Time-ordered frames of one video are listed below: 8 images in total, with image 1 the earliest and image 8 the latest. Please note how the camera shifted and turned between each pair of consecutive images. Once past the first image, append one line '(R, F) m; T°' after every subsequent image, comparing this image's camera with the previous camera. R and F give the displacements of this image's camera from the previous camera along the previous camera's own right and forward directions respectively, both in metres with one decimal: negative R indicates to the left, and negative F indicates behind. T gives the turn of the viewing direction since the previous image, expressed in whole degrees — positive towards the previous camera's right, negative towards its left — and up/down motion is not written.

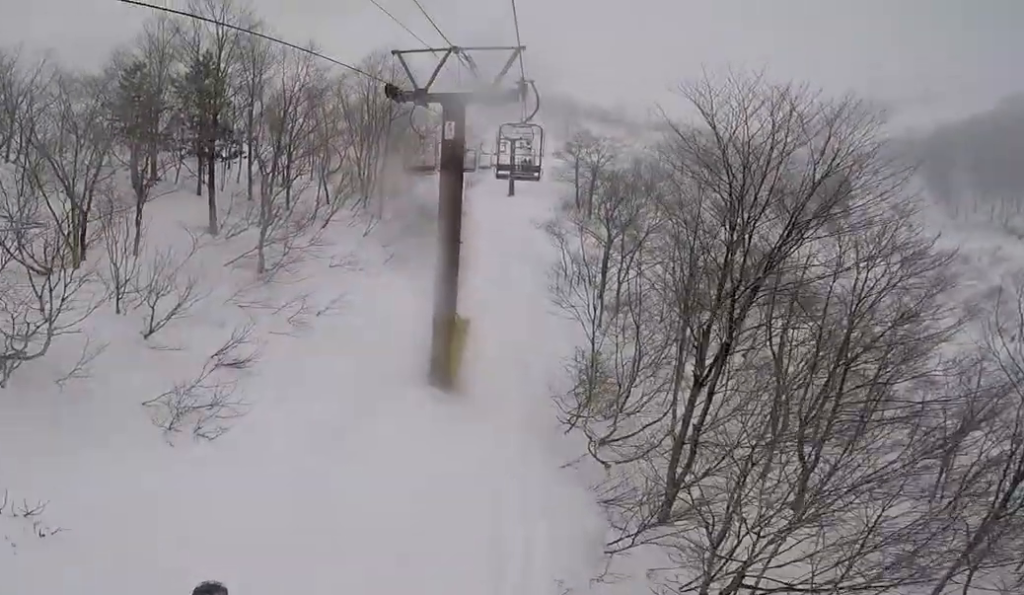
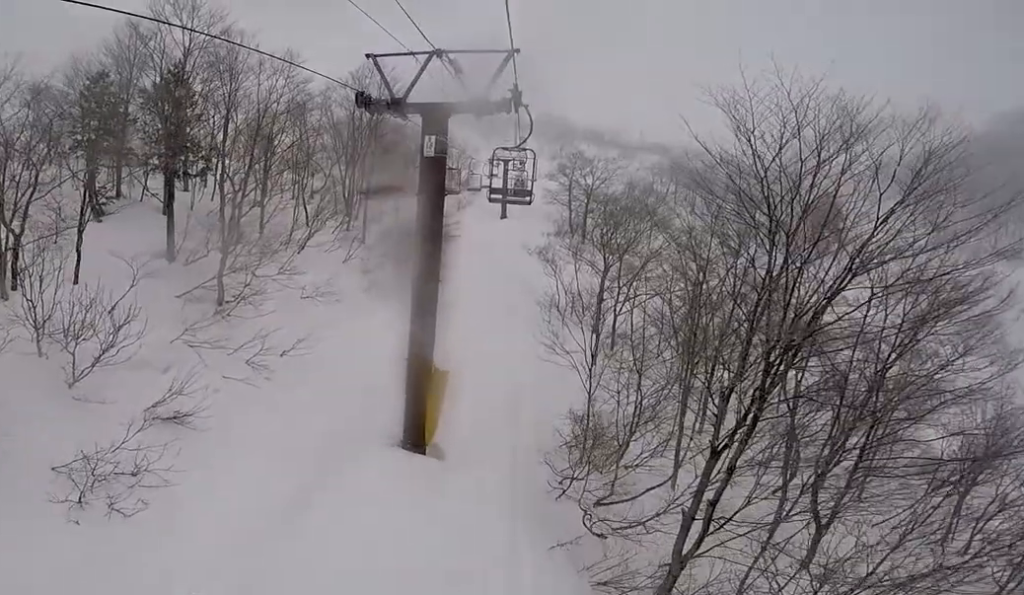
(0.0, +2.0) m; 0°
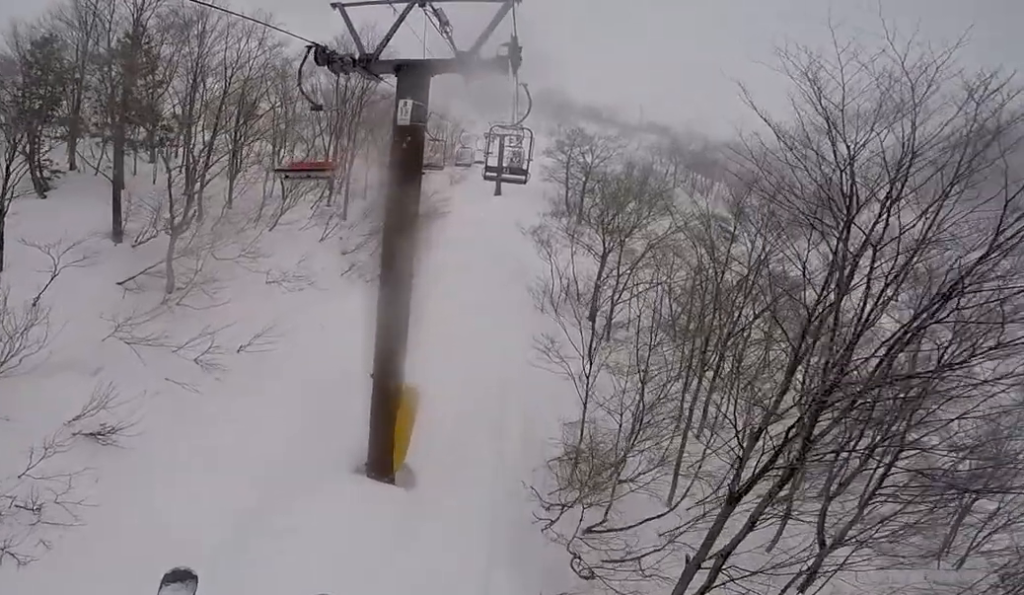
(0.0, +2.0) m; 0°
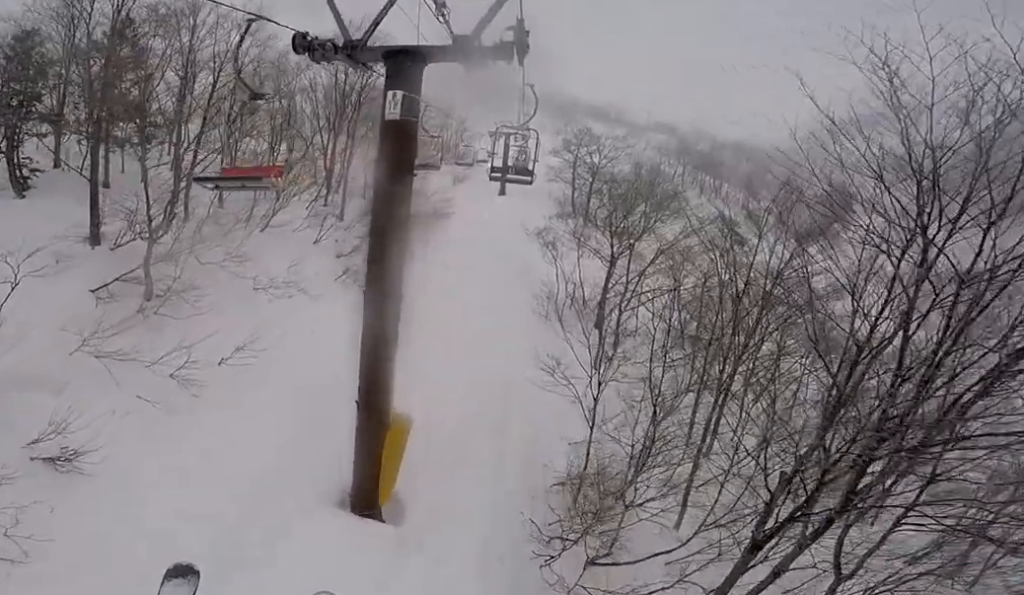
(0.0, +1.1) m; 0°
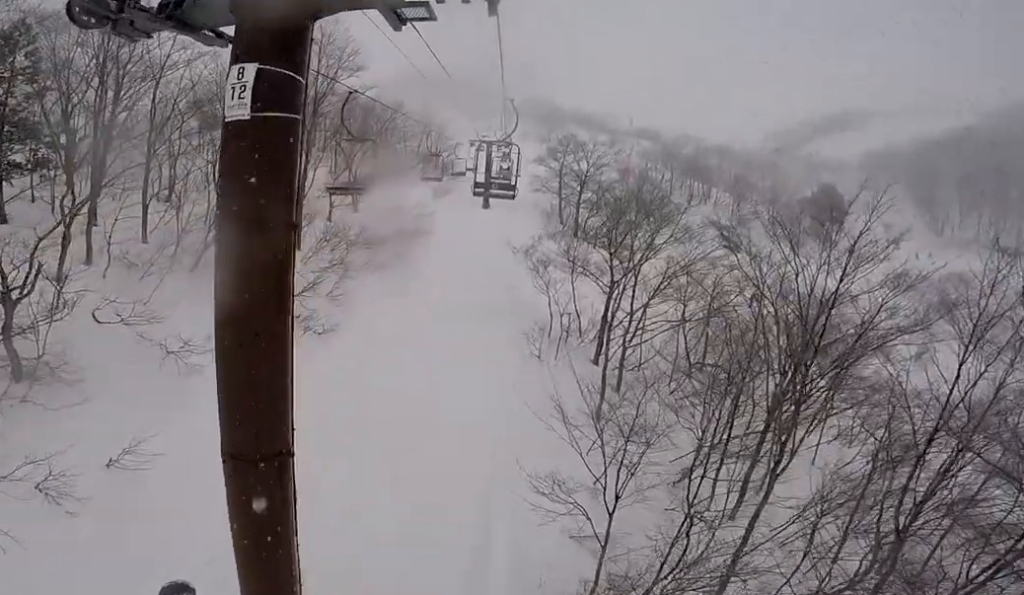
(0.0, +3.8) m; 0°
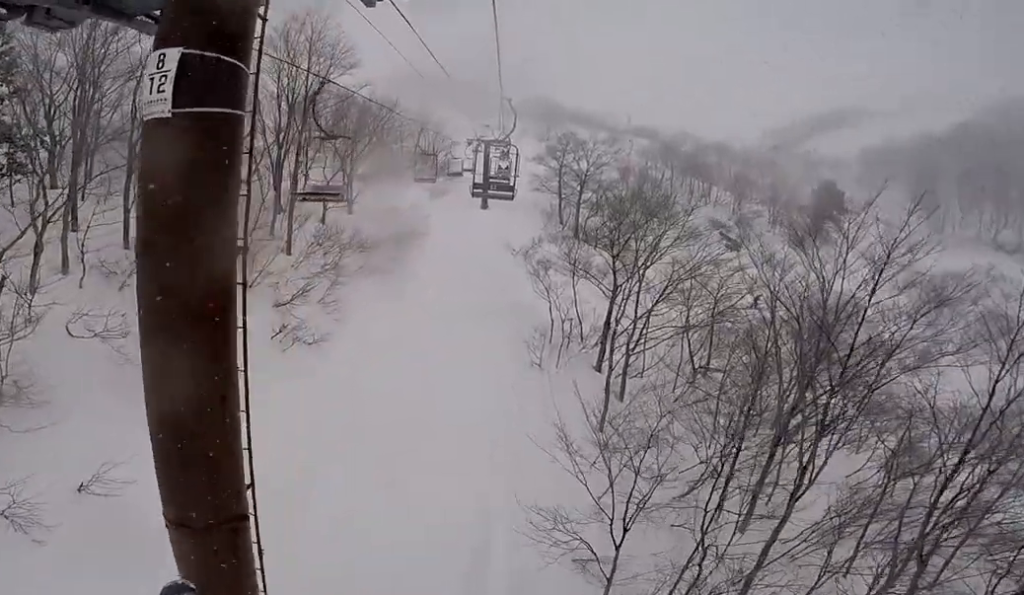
(0.0, +0.8) m; 0°
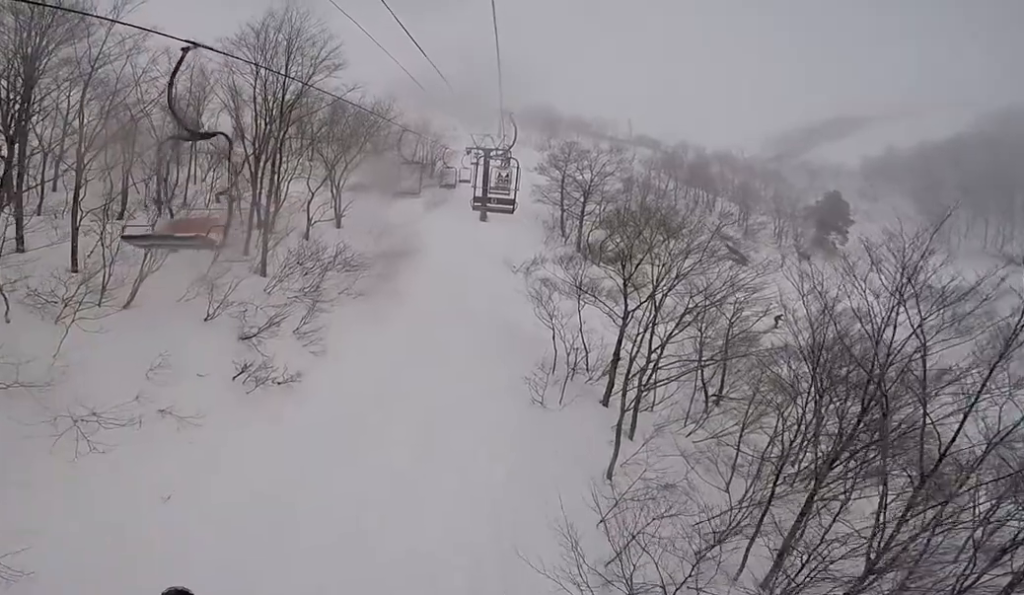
(0.0, +2.2) m; 0°
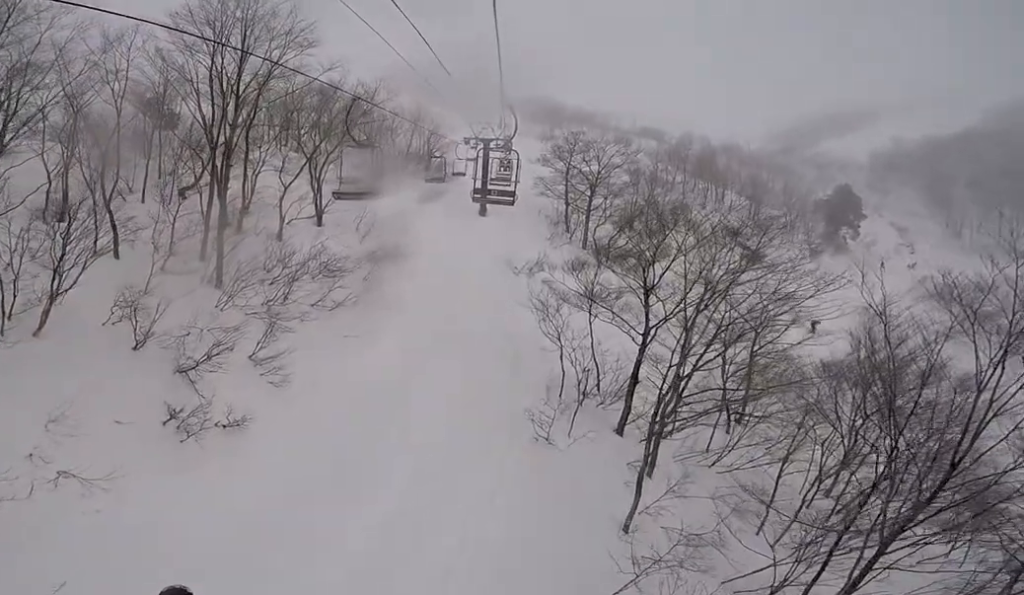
(0.0, +3.0) m; 0°
